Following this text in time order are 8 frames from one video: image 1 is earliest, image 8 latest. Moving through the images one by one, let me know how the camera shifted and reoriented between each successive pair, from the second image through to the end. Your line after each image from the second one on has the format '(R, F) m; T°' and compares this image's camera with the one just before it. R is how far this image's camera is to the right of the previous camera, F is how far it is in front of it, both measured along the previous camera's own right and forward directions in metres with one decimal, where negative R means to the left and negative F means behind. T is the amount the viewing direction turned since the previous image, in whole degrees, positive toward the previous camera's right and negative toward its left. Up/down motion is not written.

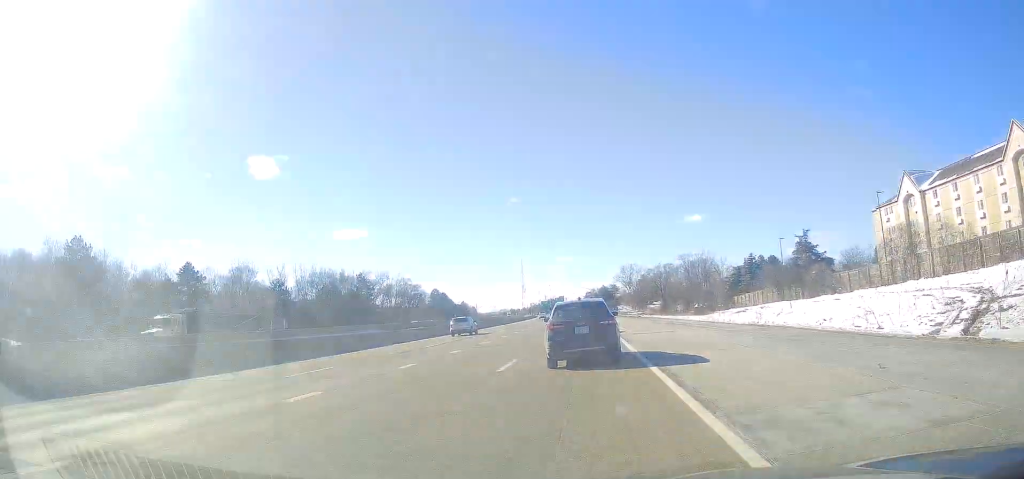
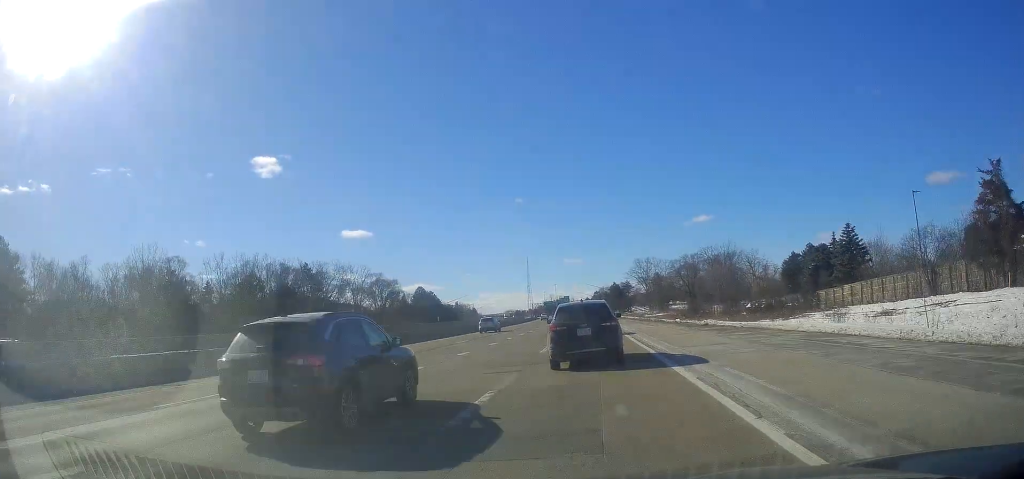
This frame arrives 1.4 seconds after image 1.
(-0.2, +38.6) m; -1°
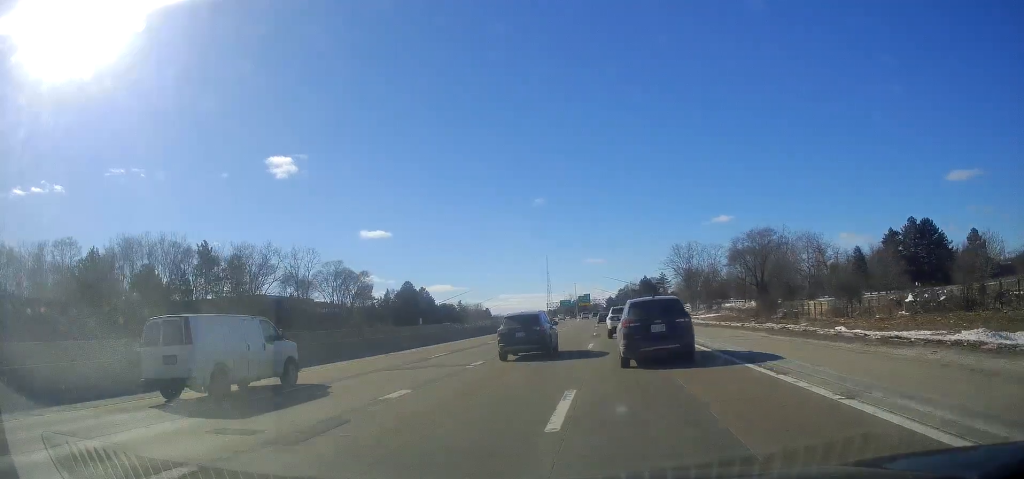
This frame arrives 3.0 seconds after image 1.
(-1.0, +45.3) m; -3°
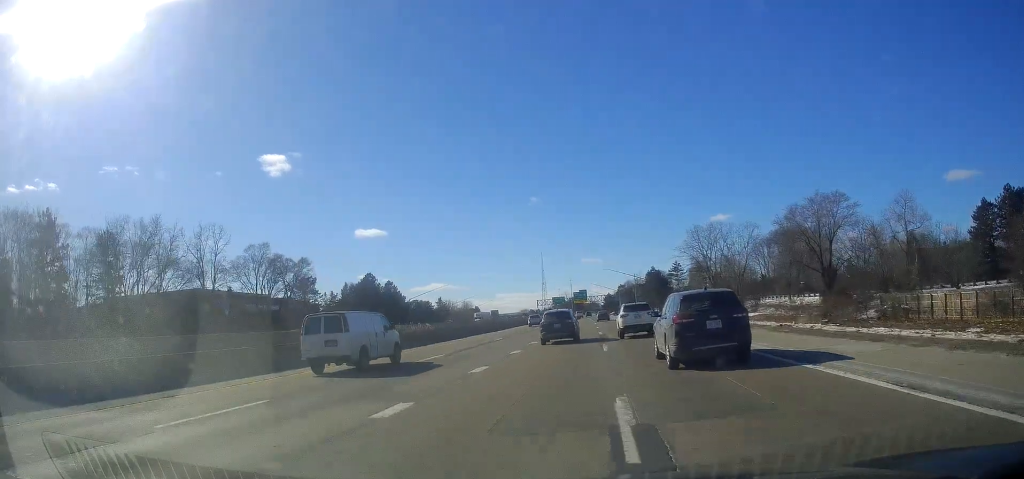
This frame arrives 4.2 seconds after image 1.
(-0.1, +33.1) m; +1°
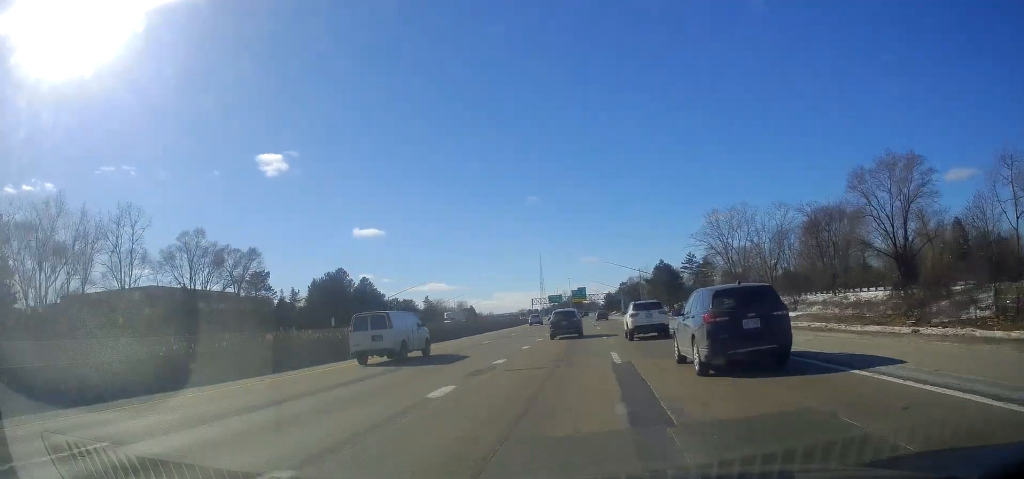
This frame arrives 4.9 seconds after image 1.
(+0.6, +20.3) m; 0°
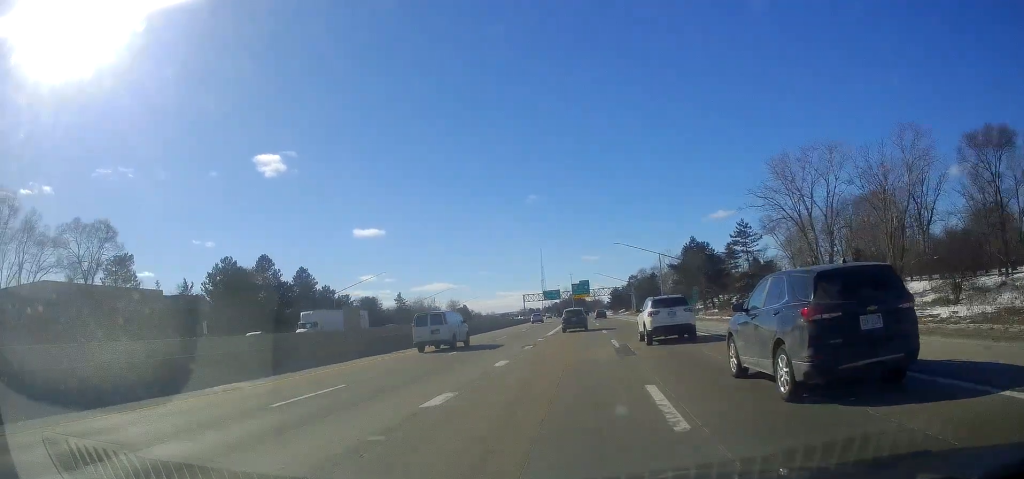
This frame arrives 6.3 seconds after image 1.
(-0.9, +39.4) m; -1°
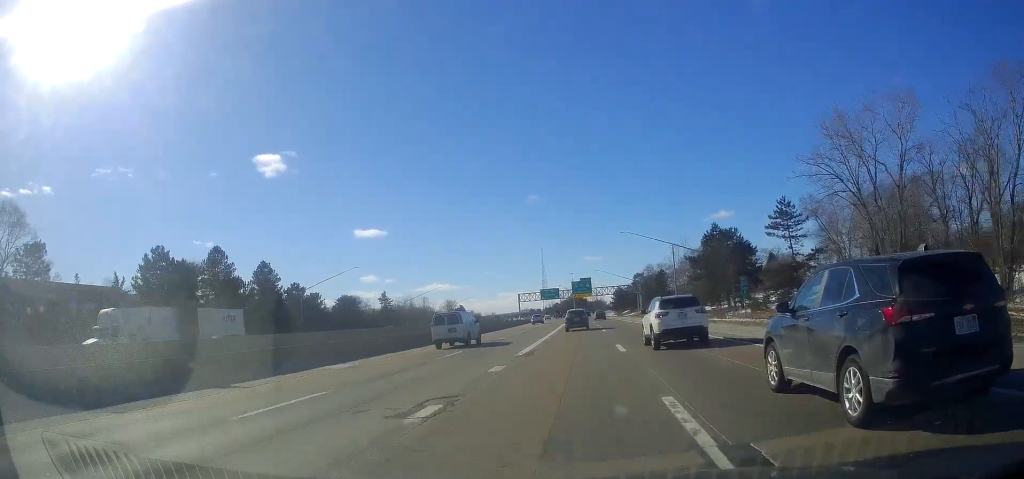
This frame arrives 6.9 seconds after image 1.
(+0.5, +17.3) m; +1°
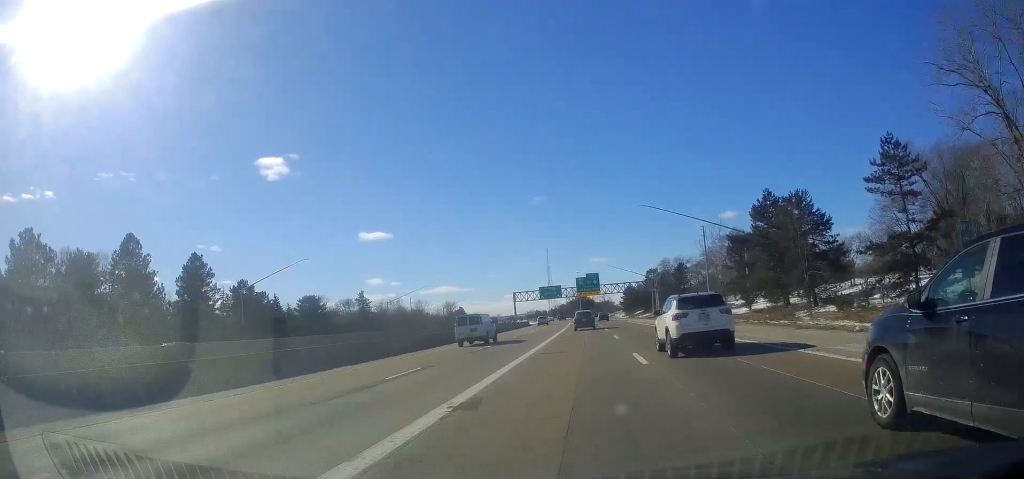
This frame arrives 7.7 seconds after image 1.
(+0.2, +24.1) m; 0°
